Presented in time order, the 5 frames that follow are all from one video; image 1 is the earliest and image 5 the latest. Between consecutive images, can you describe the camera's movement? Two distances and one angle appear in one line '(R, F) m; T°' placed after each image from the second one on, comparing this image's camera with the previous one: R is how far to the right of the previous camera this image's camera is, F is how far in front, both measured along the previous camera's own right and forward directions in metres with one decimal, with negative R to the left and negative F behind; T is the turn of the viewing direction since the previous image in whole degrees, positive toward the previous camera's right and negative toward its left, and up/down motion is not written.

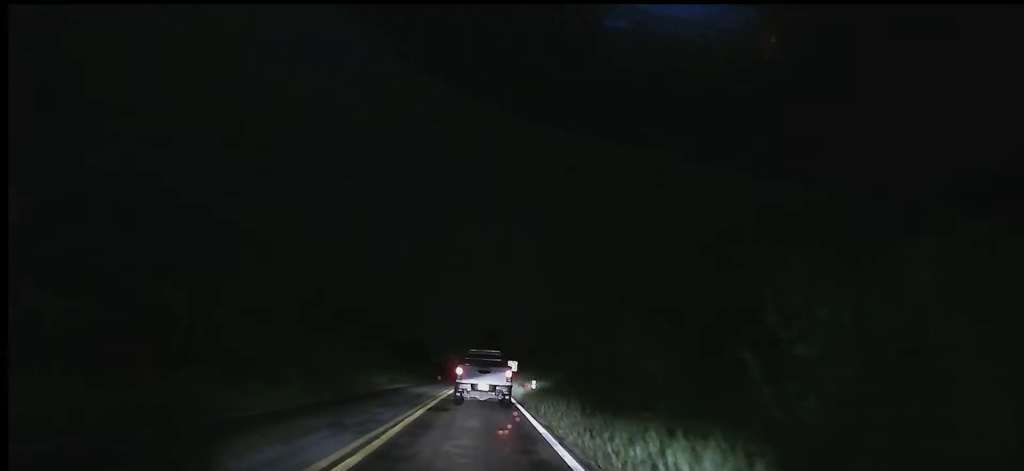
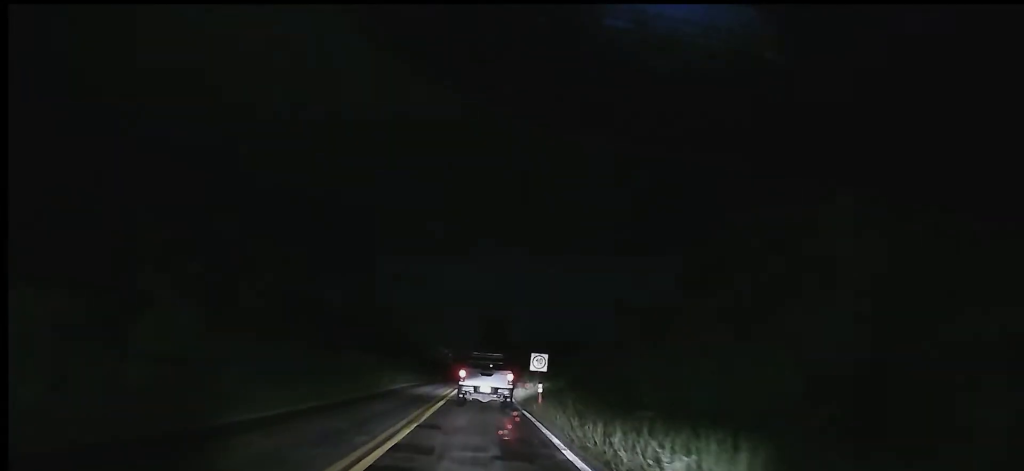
(+0.3, +28.5) m; 0°
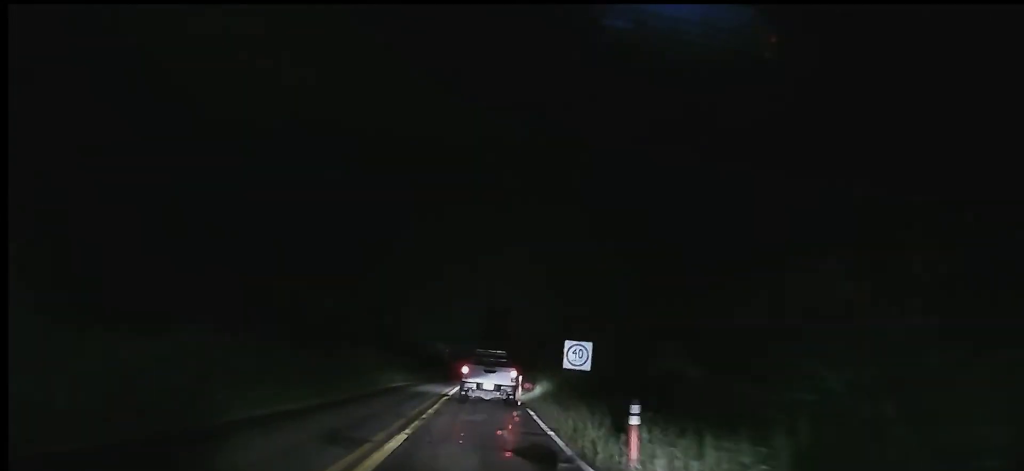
(-0.2, +13.0) m; +2°
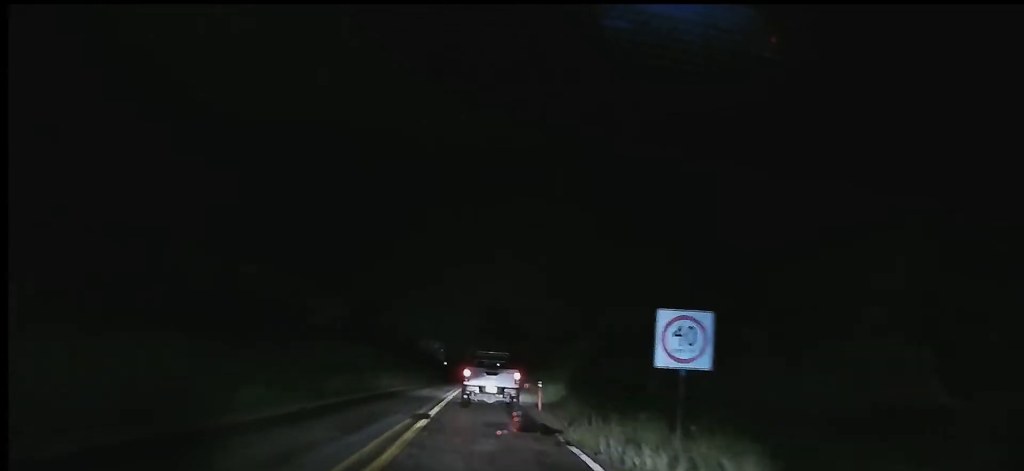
(+0.3, +10.7) m; 0°
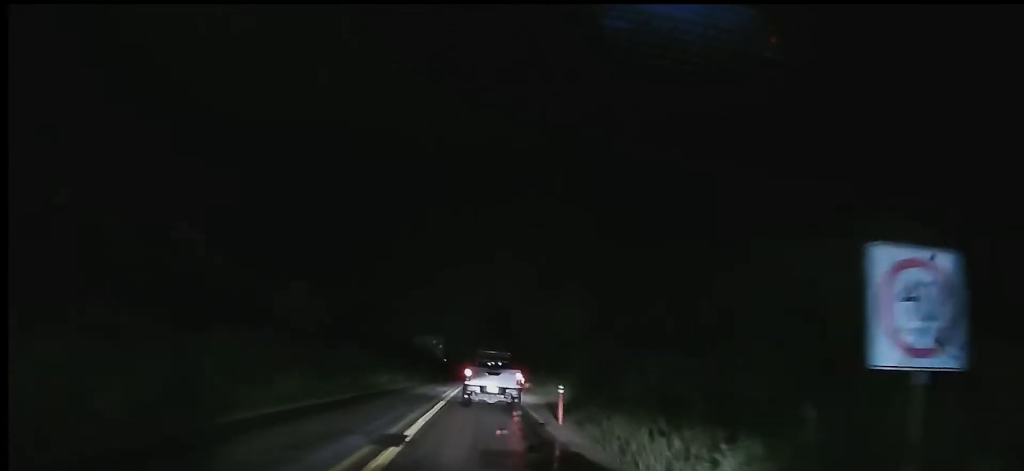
(-0.1, +5.7) m; -1°
